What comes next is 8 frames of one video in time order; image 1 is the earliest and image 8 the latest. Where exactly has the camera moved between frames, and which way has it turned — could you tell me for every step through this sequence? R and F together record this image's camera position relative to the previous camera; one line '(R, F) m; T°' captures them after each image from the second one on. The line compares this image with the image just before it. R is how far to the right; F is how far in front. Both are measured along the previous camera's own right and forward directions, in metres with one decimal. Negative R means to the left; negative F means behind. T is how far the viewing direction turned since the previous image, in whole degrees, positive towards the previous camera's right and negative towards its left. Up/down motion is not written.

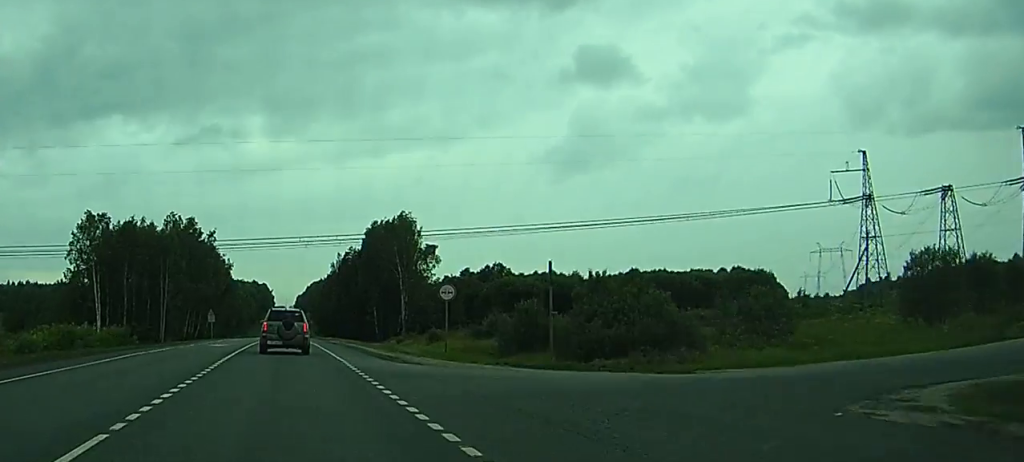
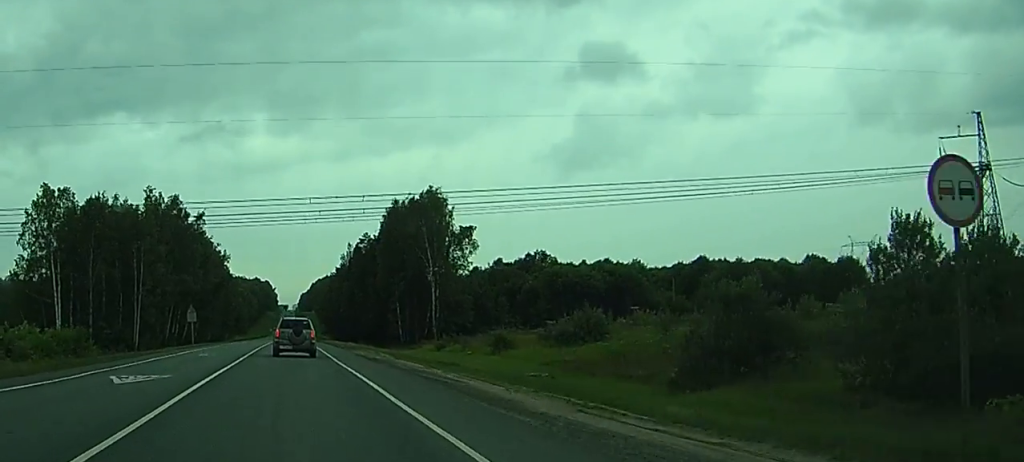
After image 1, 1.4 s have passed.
(-0.1, +27.8) m; -1°
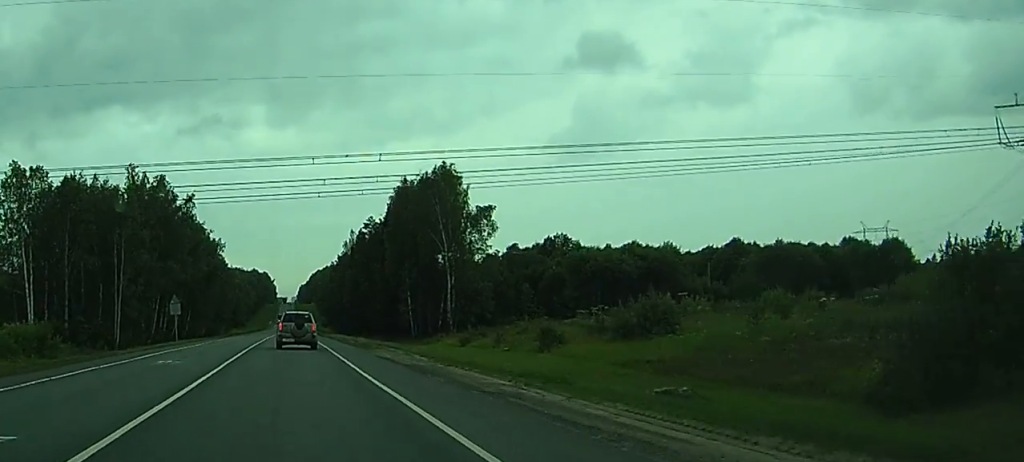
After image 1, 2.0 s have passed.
(0.0, +12.4) m; 0°
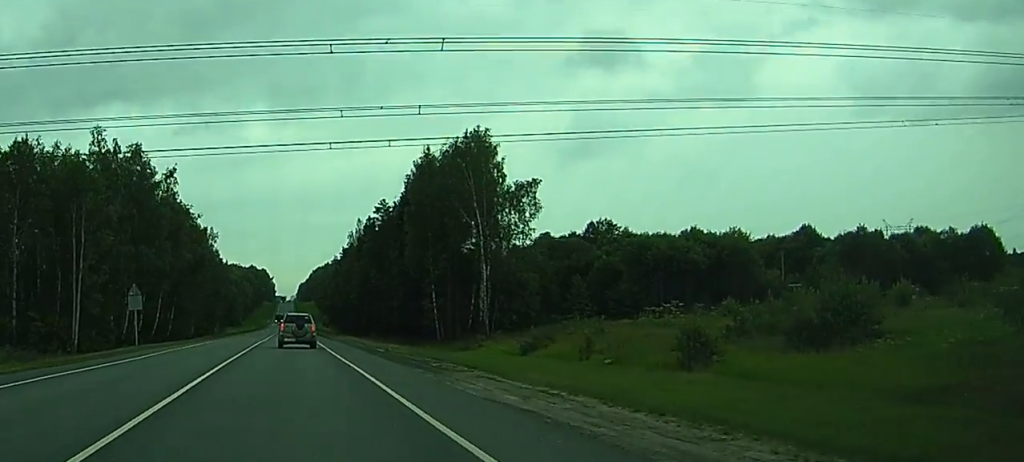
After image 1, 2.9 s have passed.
(0.0, +19.6) m; 0°
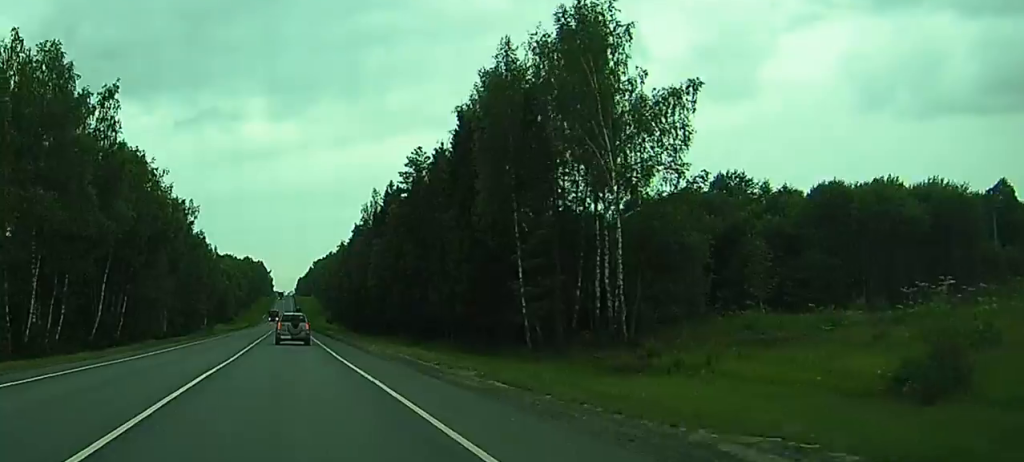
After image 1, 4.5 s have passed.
(-0.1, +35.7) m; 0°
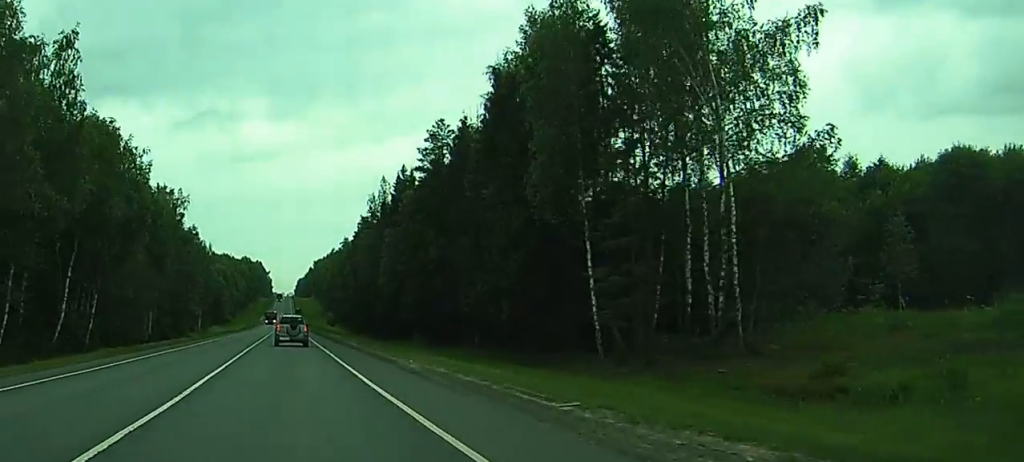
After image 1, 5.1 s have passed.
(+0.1, +13.8) m; 0°
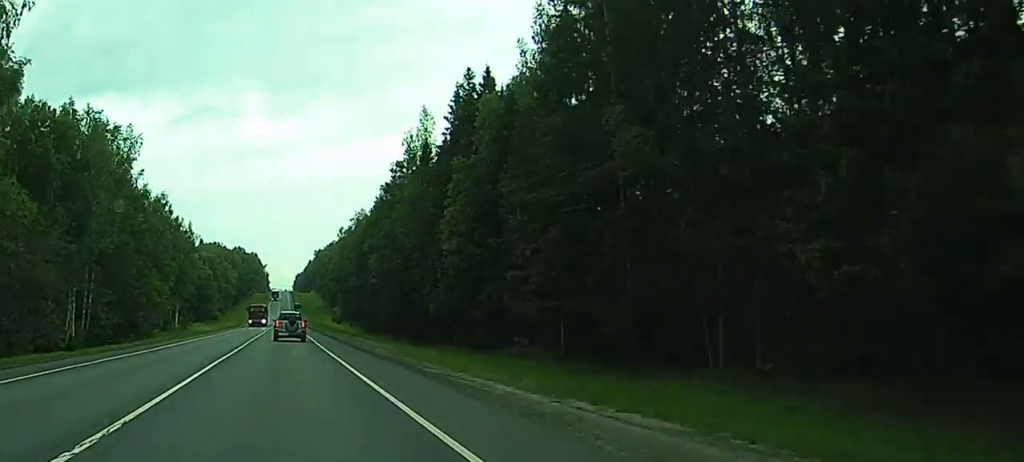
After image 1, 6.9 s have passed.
(+0.1, +41.3) m; 0°
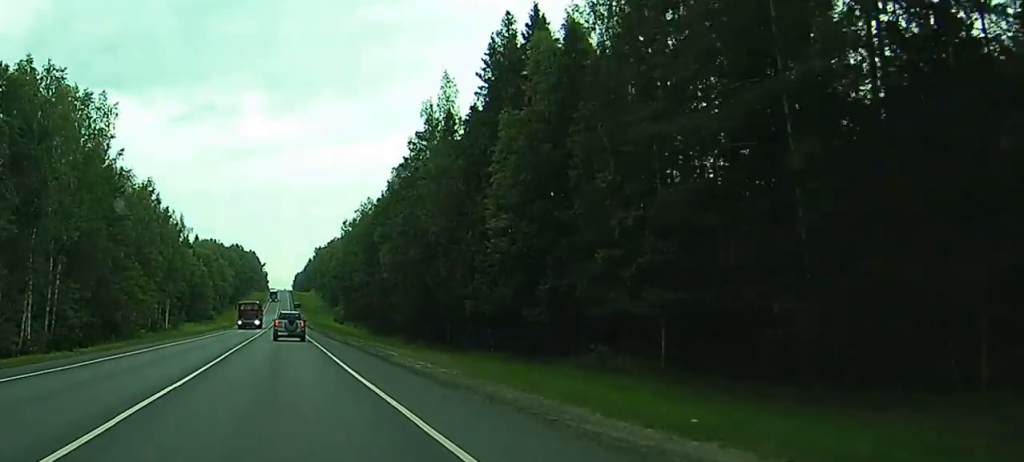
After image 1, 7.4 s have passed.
(0.0, +13.1) m; 0°
